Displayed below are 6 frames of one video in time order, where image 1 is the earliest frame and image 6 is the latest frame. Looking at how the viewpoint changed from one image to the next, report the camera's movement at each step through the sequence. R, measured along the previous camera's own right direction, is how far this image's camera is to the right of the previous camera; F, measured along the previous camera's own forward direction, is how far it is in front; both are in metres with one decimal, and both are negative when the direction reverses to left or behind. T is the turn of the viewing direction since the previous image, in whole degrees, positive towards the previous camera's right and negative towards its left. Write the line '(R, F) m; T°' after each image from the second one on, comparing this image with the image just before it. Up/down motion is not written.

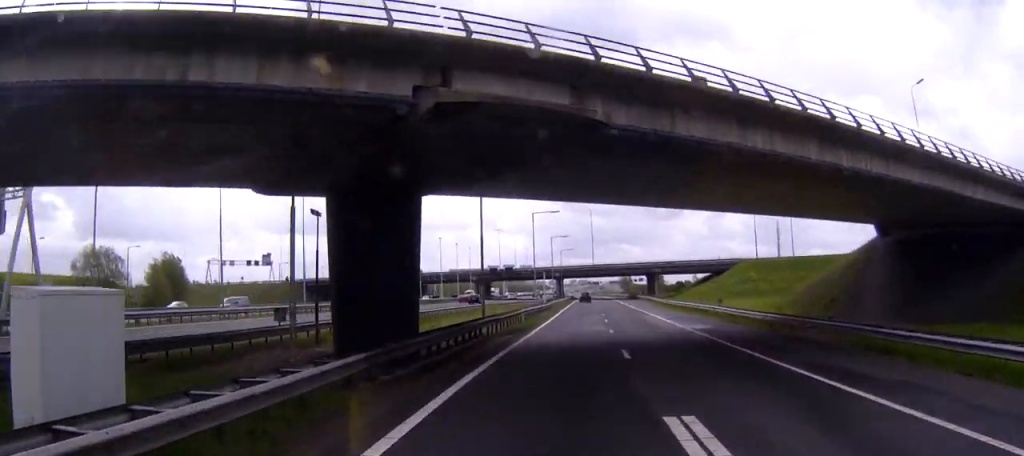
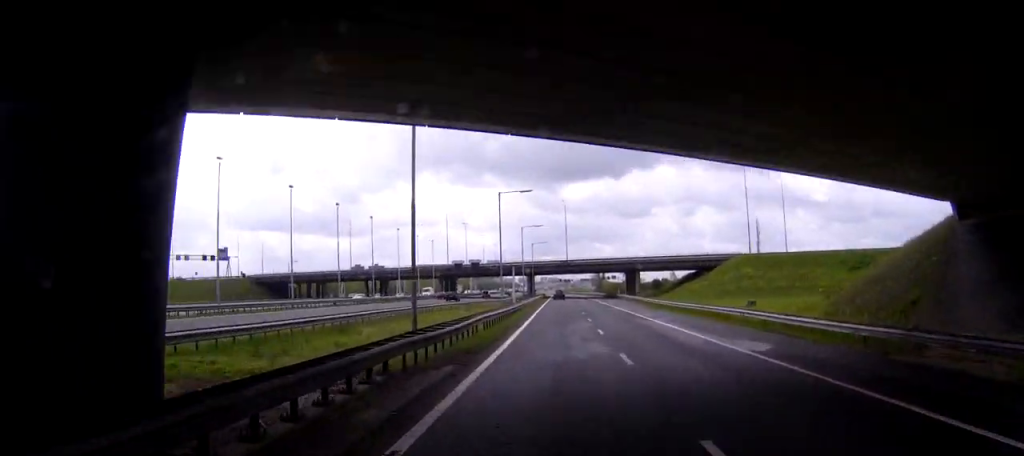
(+0.2, +14.1) m; +2°
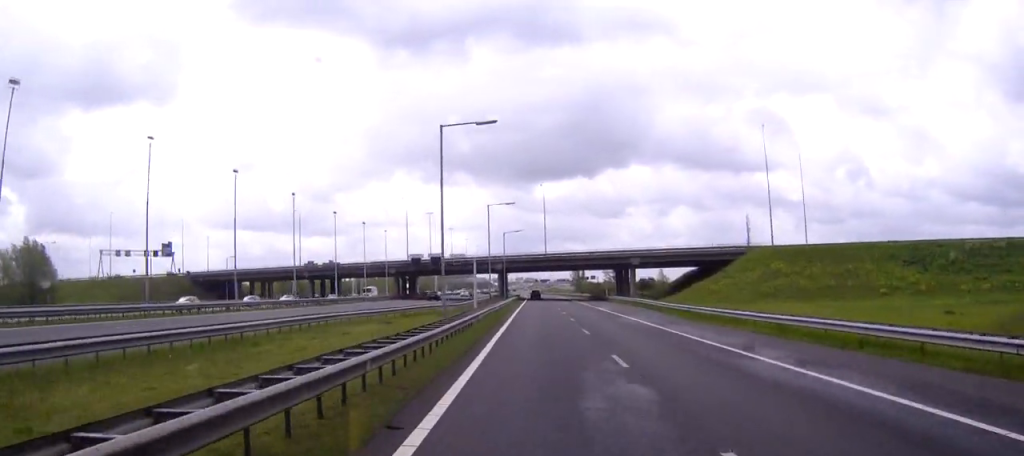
(+0.7, +25.5) m; +3°
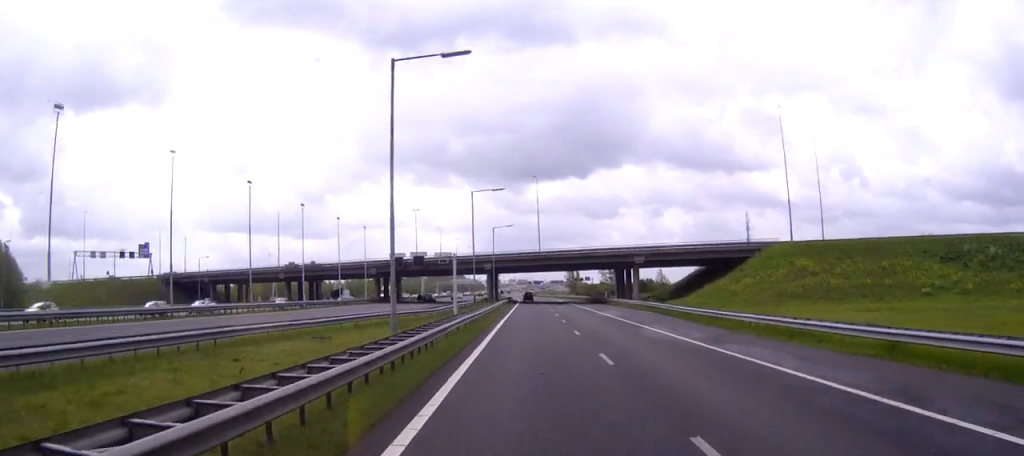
(+0.2, +11.5) m; 0°
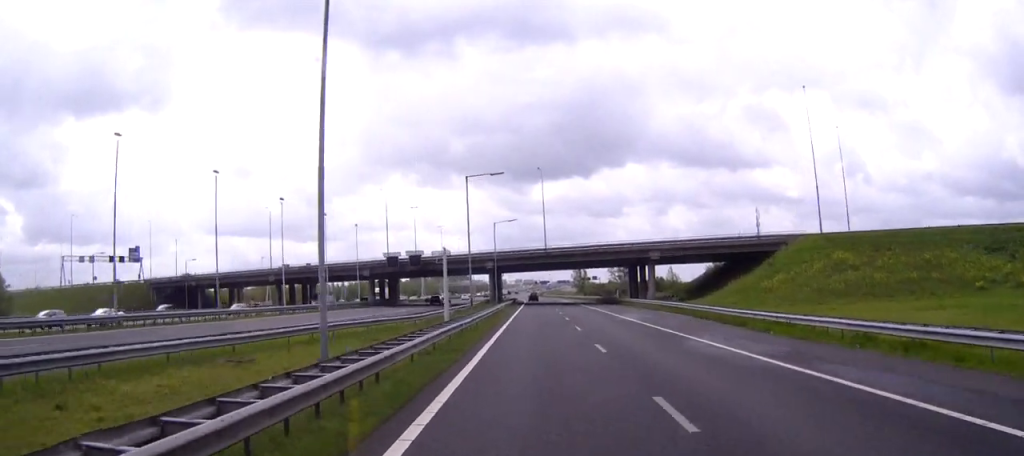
(+0.1, +9.2) m; 0°
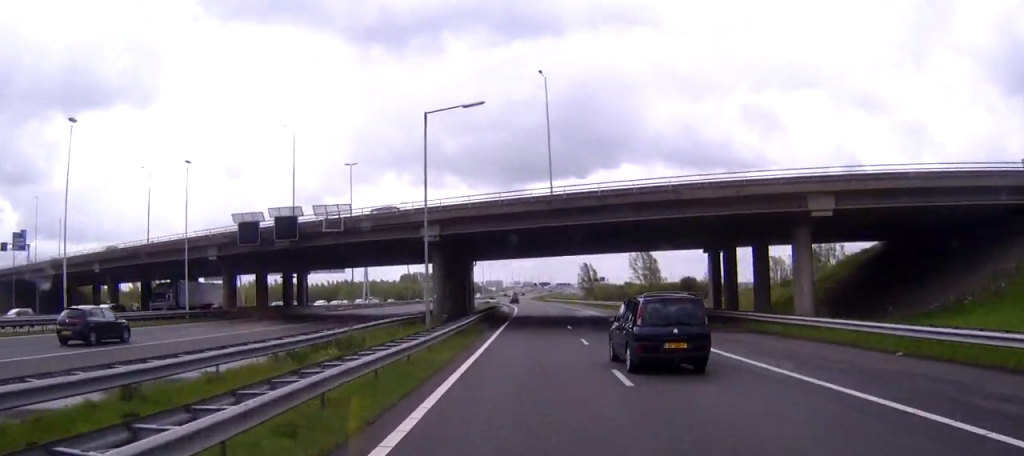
(-0.5, +61.9) m; -1°
